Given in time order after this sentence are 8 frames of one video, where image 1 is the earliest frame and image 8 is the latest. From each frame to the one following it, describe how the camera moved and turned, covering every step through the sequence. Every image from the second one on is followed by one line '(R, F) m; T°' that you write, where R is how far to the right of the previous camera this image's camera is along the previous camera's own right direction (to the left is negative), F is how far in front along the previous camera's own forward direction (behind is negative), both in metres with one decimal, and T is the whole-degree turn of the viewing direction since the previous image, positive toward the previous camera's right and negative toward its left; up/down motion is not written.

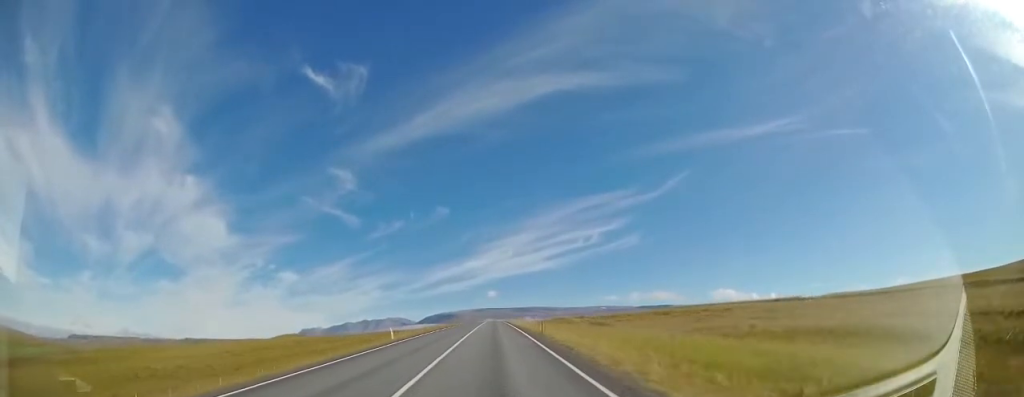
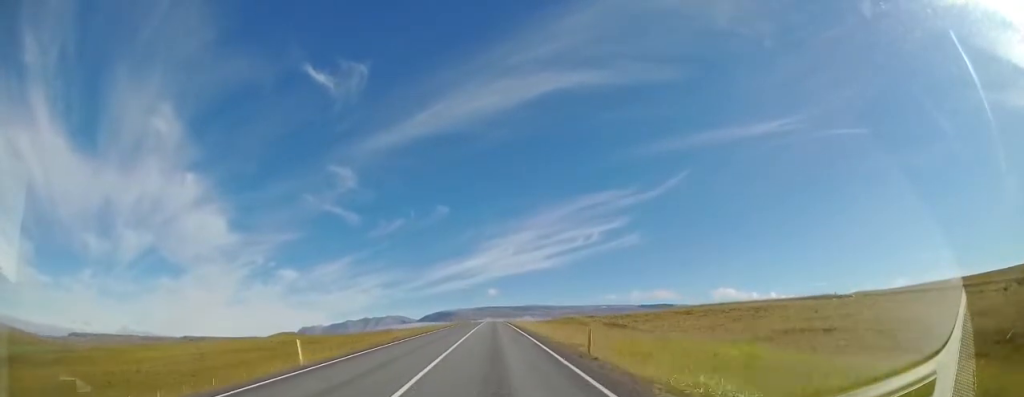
(+0.1, +12.2) m; -1°
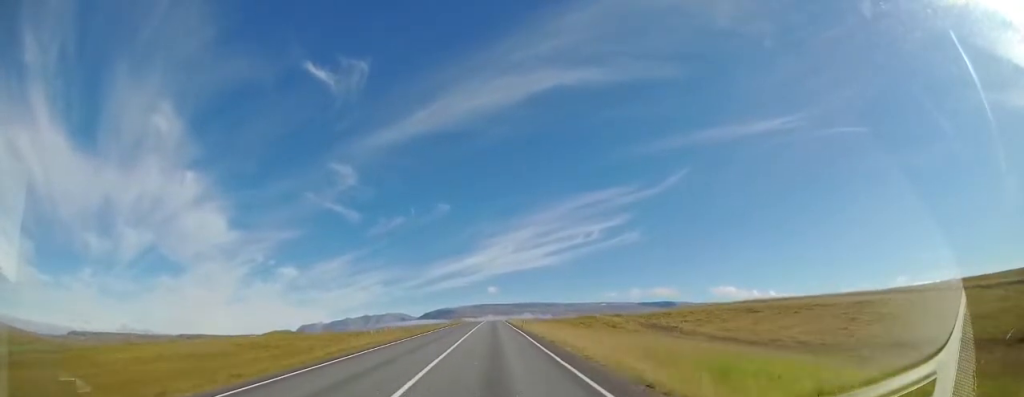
(-0.5, +23.8) m; -2°
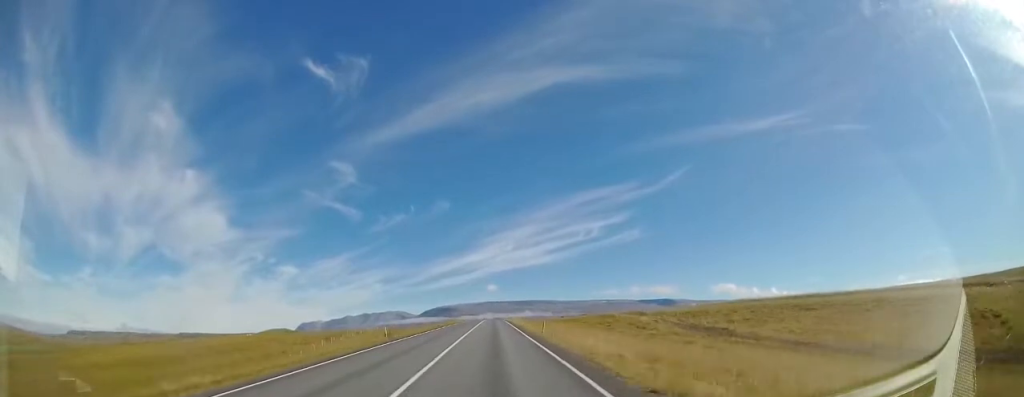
(0.0, +13.8) m; 0°
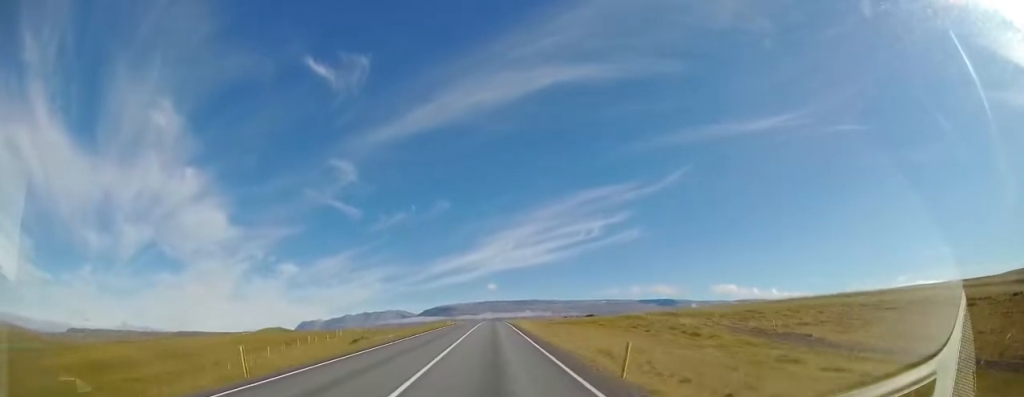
(0.0, +14.5) m; 0°
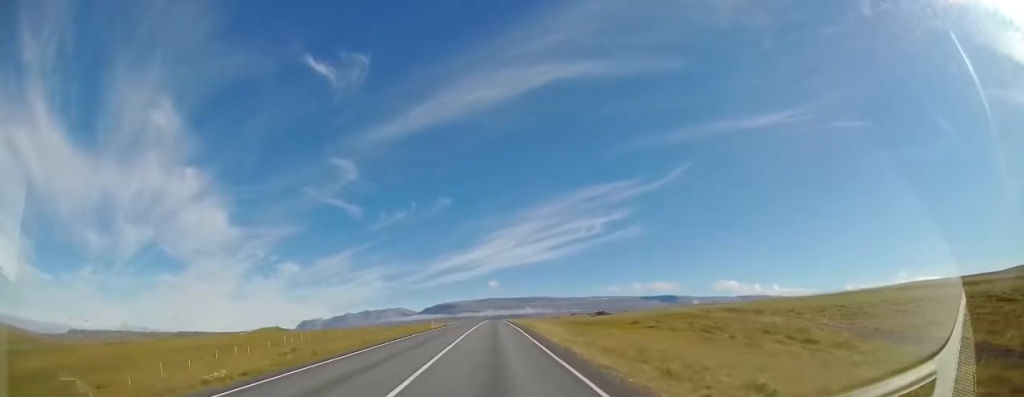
(-0.1, +16.6) m; +1°
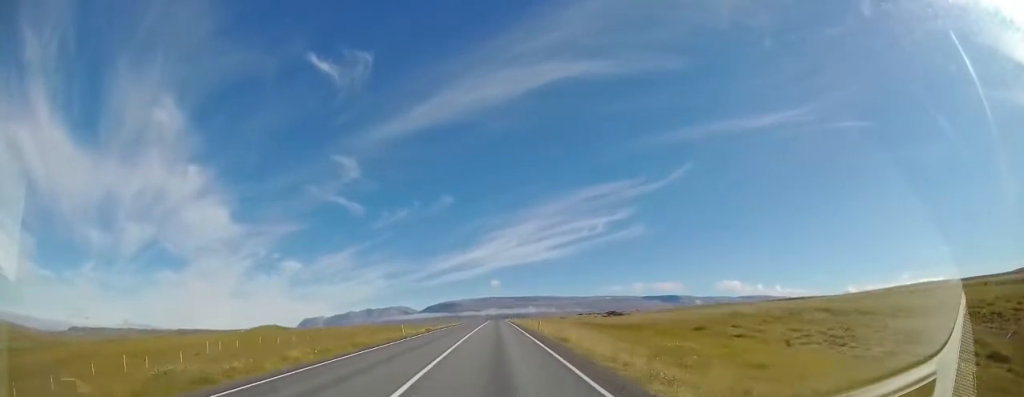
(+0.3, +14.5) m; 0°
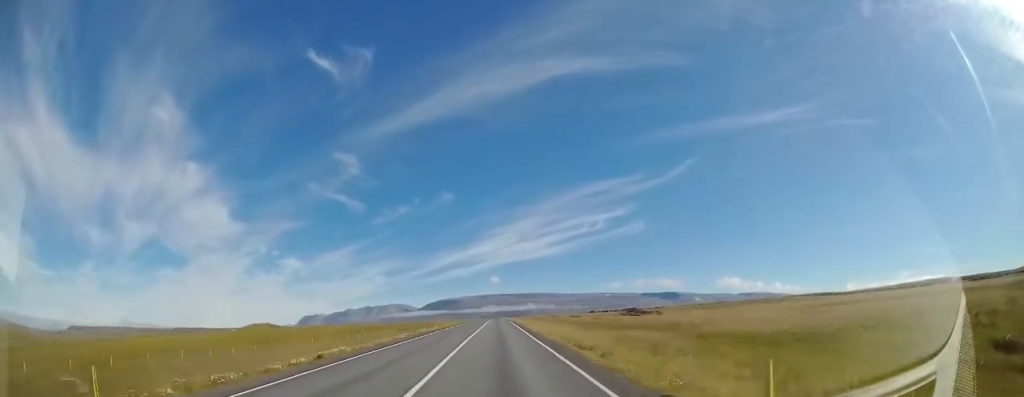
(-0.2, +23.8) m; 0°
